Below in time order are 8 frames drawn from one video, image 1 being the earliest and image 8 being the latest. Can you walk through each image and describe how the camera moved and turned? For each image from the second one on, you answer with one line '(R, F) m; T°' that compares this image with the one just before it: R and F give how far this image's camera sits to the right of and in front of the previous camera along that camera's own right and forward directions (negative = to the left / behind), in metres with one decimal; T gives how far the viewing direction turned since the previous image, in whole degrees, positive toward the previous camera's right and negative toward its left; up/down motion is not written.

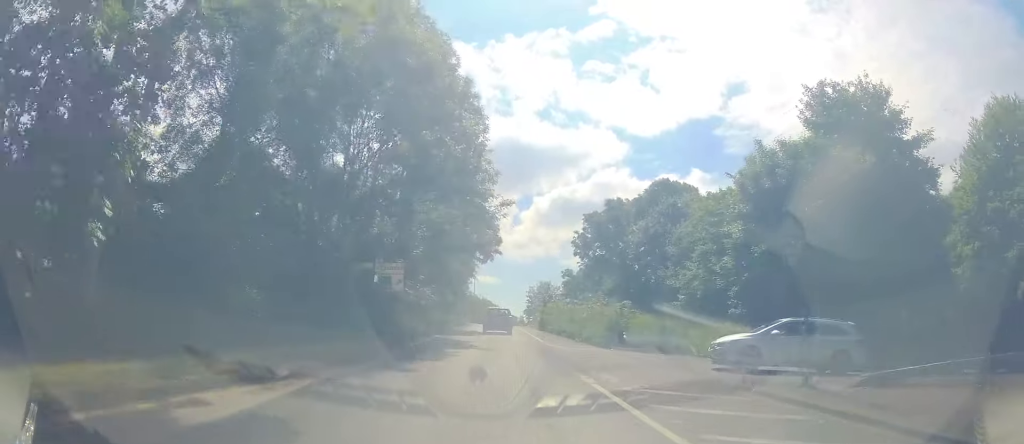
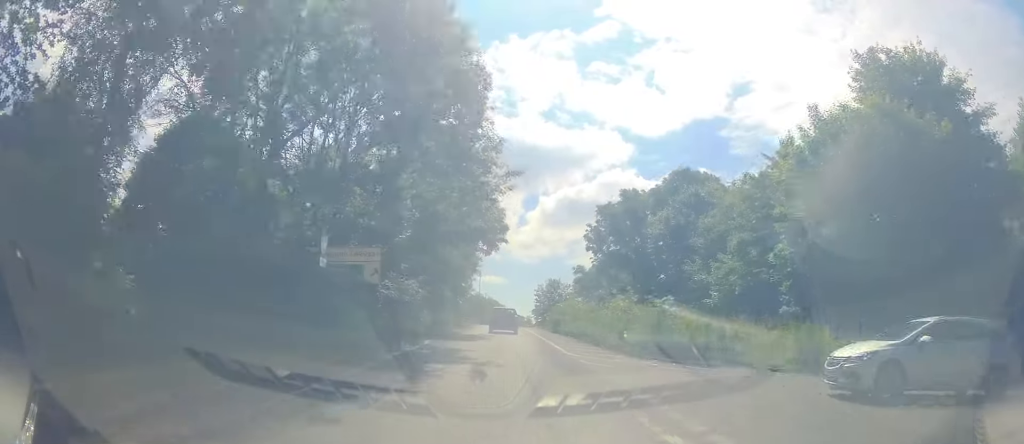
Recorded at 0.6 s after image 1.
(-0.1, +5.8) m; 0°
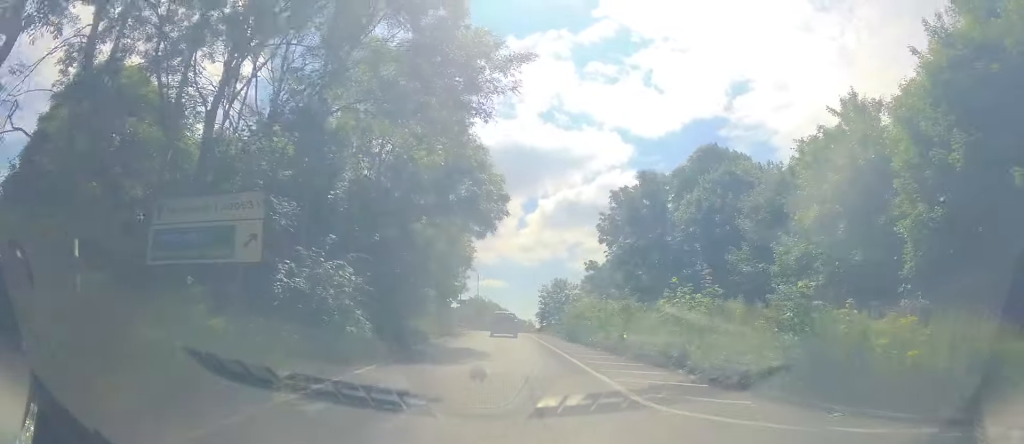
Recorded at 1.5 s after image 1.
(0.0, +9.5) m; +1°
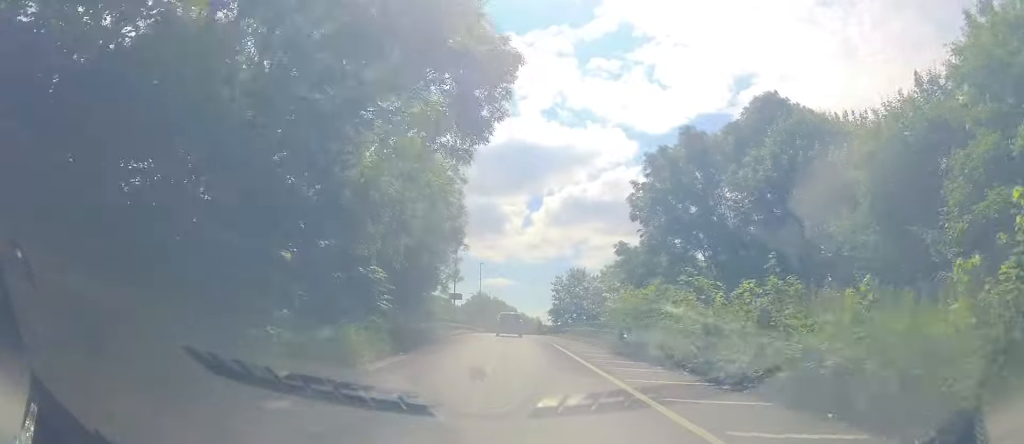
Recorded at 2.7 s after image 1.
(+0.3, +13.3) m; +1°
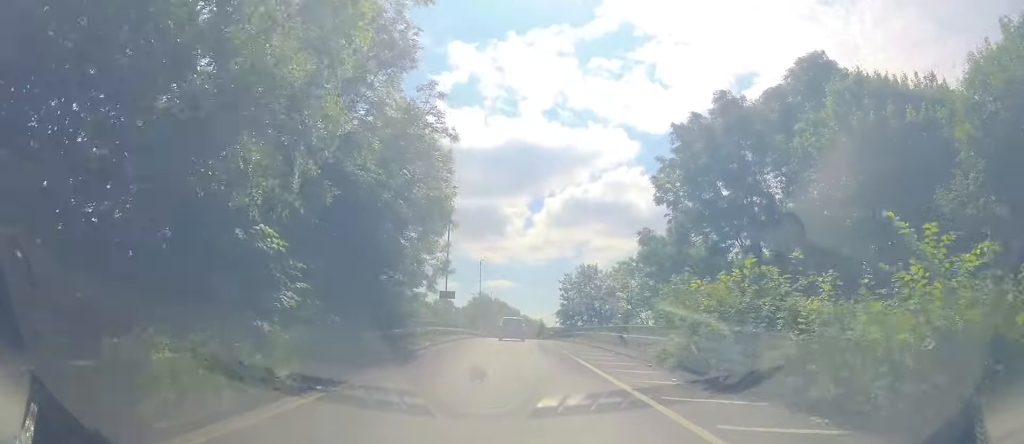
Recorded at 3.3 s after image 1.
(0.0, +7.7) m; -2°
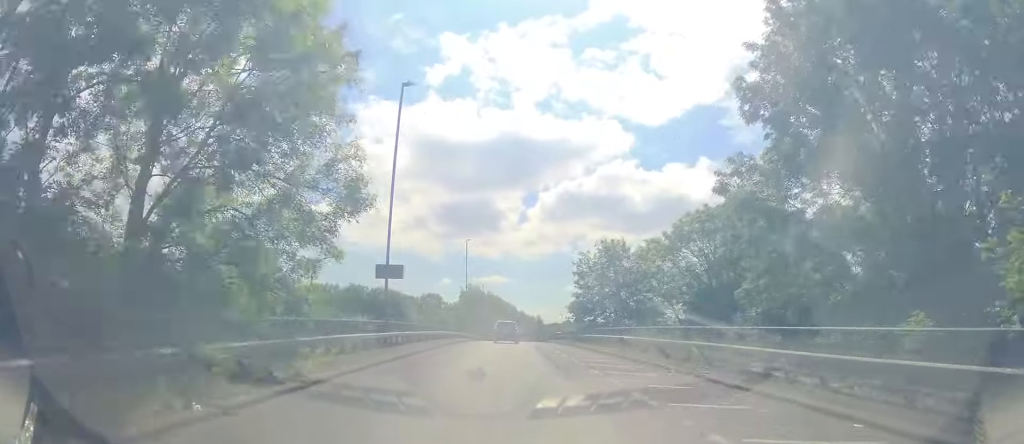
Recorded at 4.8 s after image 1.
(-0.8, +17.2) m; -2°
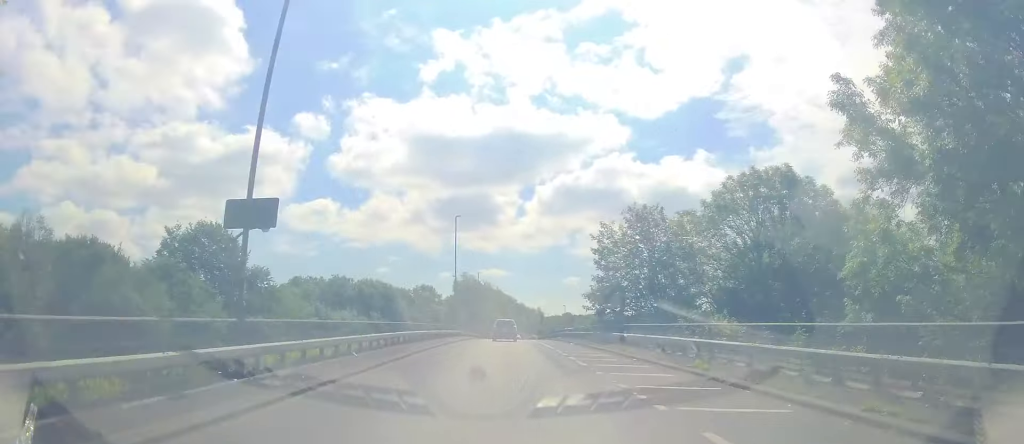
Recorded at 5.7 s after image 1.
(+0.4, +11.4) m; -1°
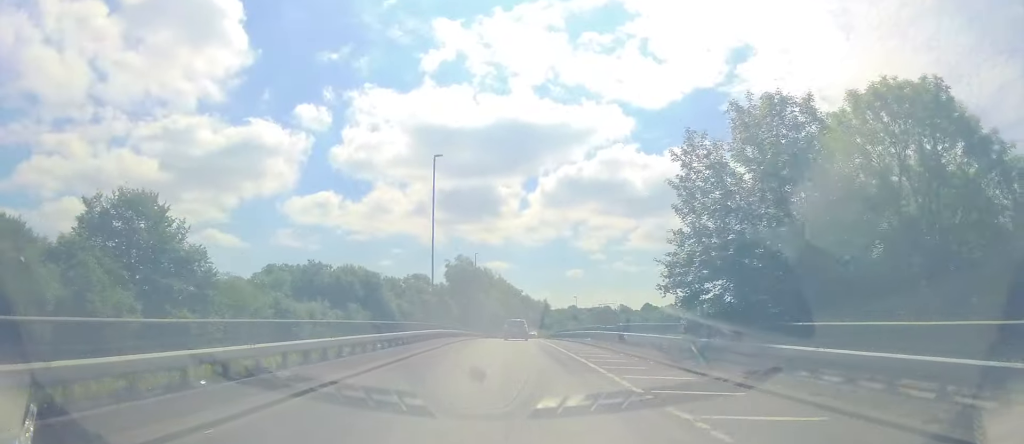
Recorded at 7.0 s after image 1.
(-0.7, +17.1) m; -2°
